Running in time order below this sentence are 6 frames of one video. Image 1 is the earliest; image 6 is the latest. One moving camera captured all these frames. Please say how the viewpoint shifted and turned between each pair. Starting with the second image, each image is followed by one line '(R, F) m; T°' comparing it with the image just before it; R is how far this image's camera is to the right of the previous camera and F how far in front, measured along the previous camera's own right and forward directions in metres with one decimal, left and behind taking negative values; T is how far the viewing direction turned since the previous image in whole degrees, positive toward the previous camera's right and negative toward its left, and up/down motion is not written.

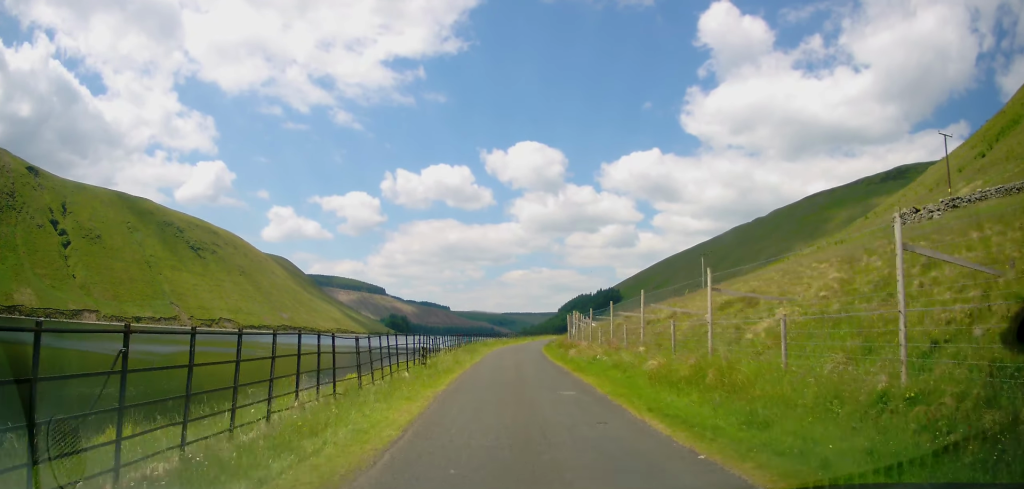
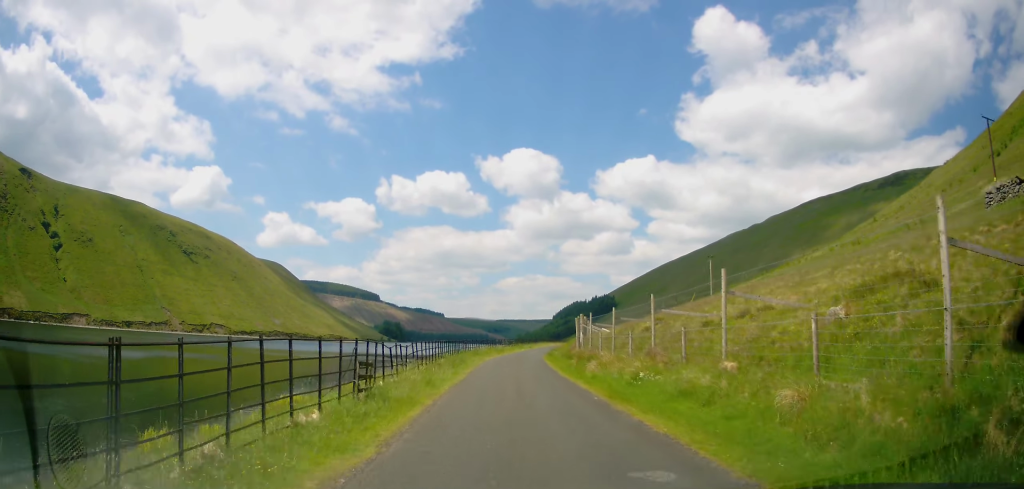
(-0.1, +7.2) m; 0°
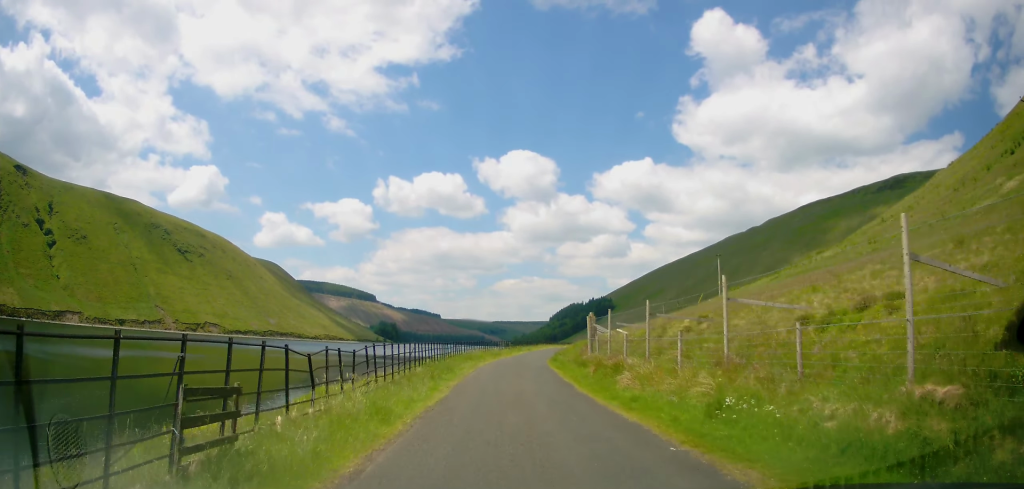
(-0.2, +5.7) m; +1°
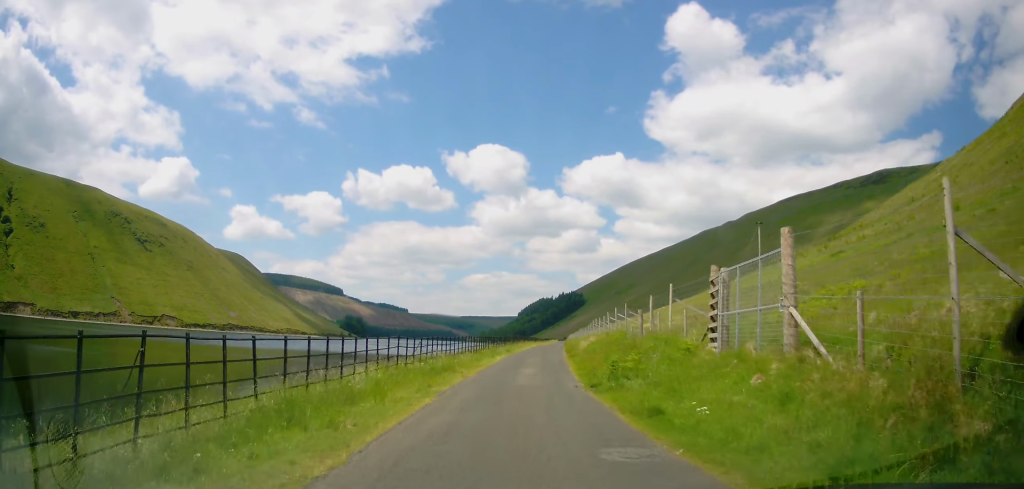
(+0.5, +26.7) m; +3°
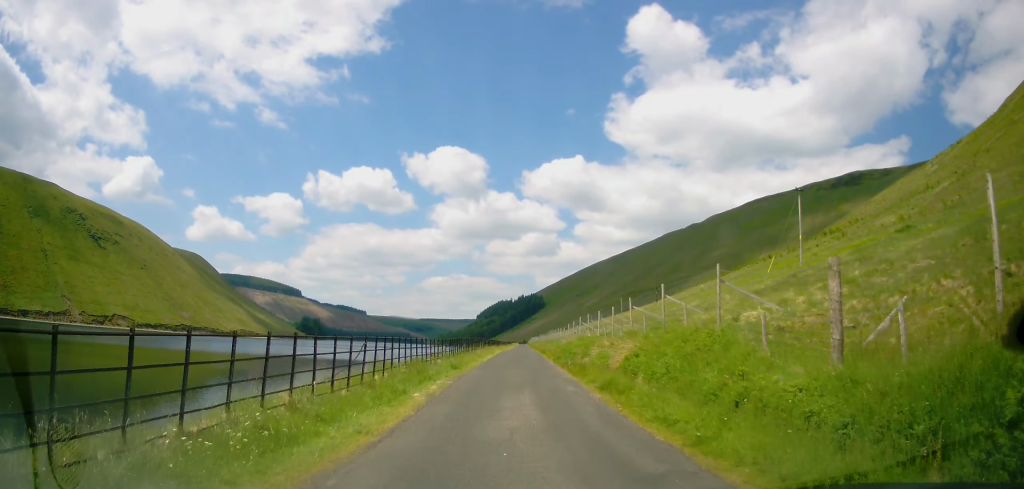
(+1.2, +20.9) m; +4°
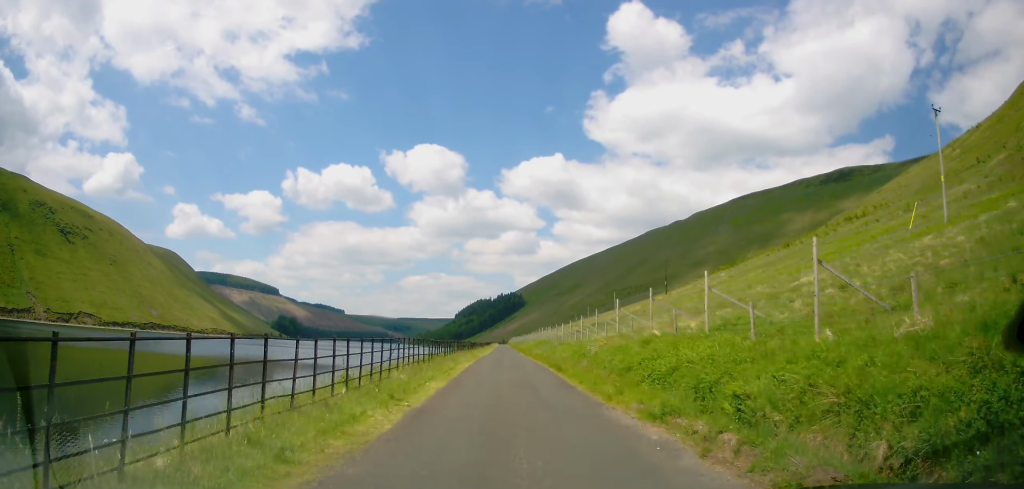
(+0.5, +23.7) m; +1°
